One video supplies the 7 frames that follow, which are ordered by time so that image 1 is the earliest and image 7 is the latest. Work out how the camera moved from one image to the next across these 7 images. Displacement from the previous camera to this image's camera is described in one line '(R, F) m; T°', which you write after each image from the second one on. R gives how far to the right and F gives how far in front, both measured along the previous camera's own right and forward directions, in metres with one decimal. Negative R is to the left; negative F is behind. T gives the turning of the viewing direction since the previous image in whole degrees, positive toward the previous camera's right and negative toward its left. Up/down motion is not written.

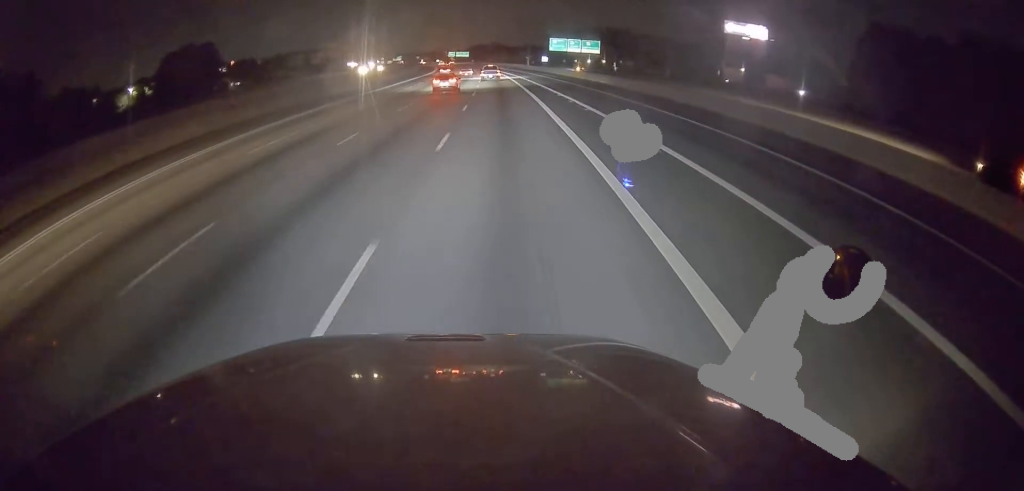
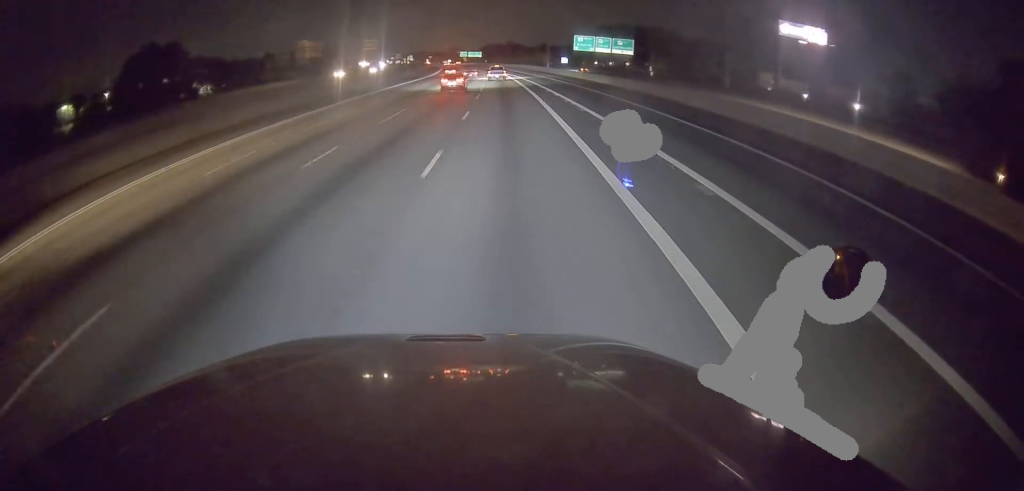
(-0.5, +28.0) m; -2°
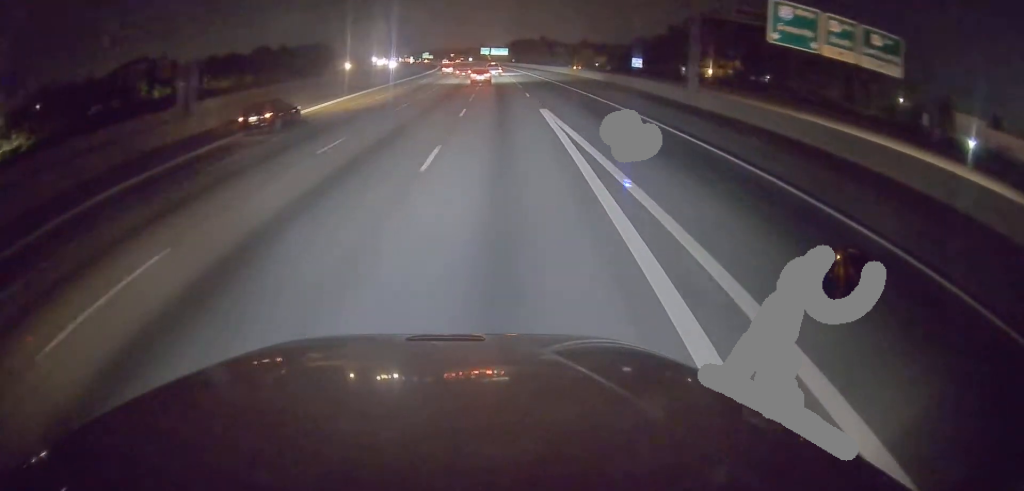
(-2.3, +96.9) m; -2°
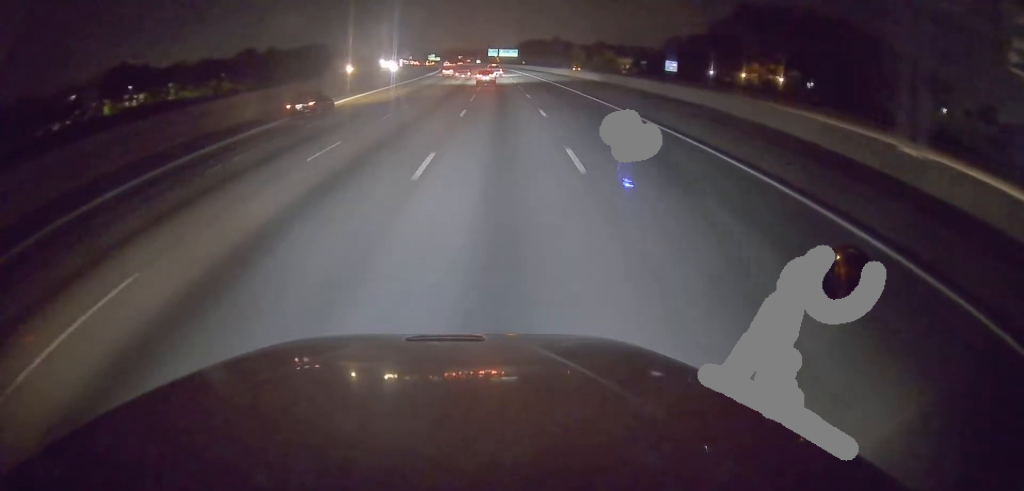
(0.0, +24.7) m; -1°
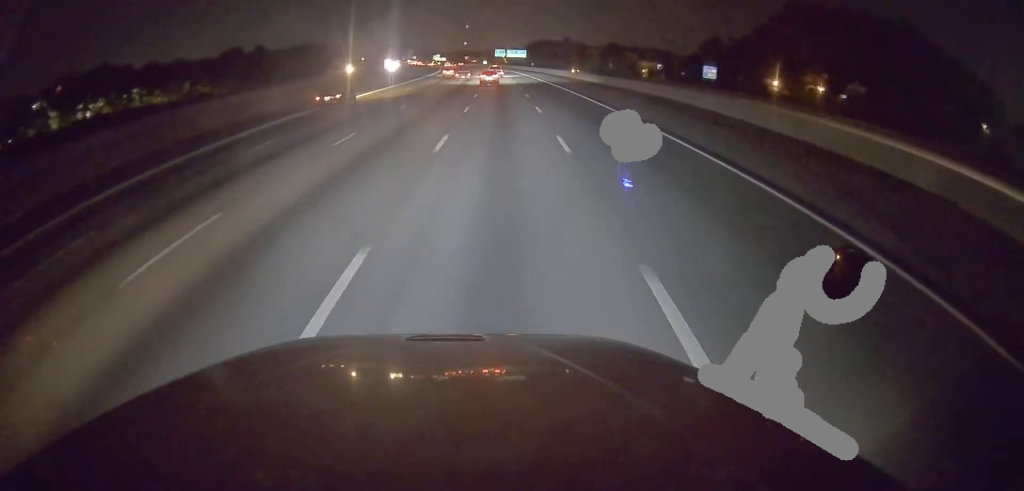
(-0.3, +21.8) m; -2°
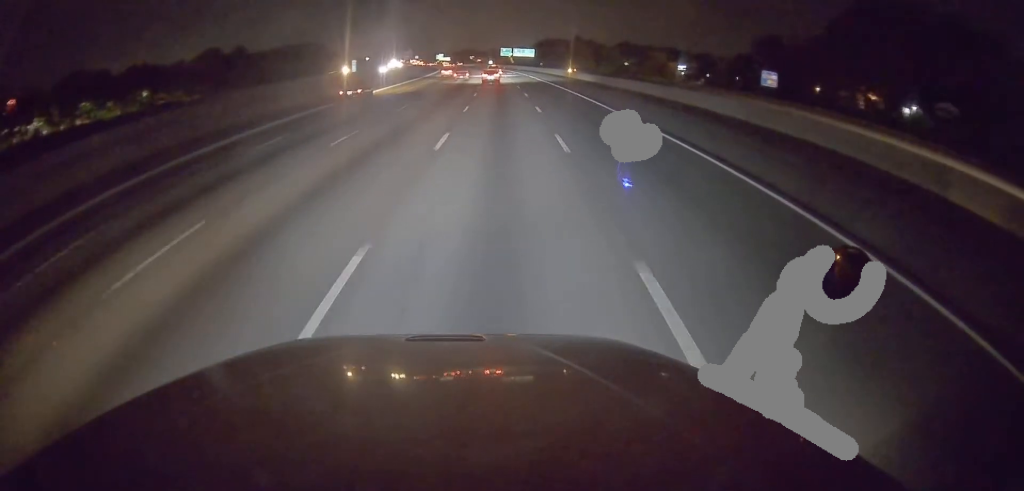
(-0.5, +23.6) m; 0°
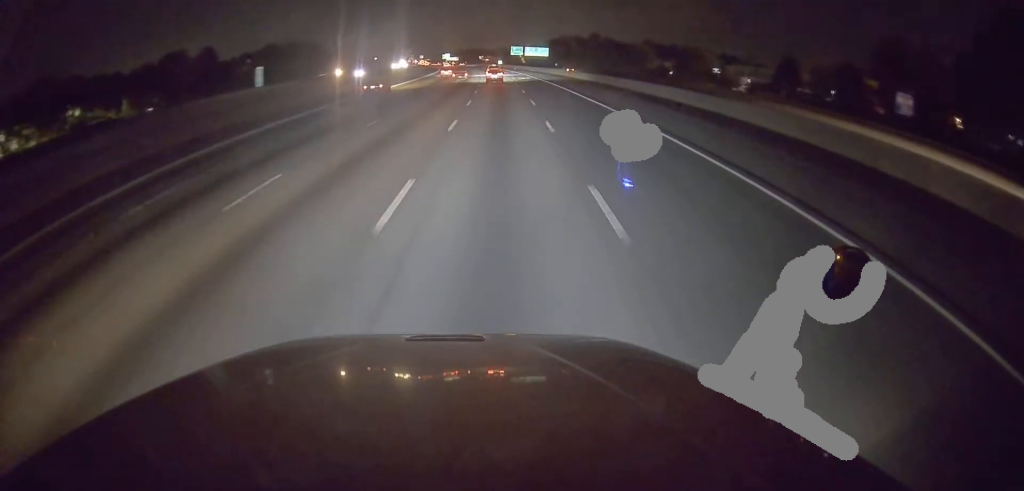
(+0.4, +32.0) m; -1°
